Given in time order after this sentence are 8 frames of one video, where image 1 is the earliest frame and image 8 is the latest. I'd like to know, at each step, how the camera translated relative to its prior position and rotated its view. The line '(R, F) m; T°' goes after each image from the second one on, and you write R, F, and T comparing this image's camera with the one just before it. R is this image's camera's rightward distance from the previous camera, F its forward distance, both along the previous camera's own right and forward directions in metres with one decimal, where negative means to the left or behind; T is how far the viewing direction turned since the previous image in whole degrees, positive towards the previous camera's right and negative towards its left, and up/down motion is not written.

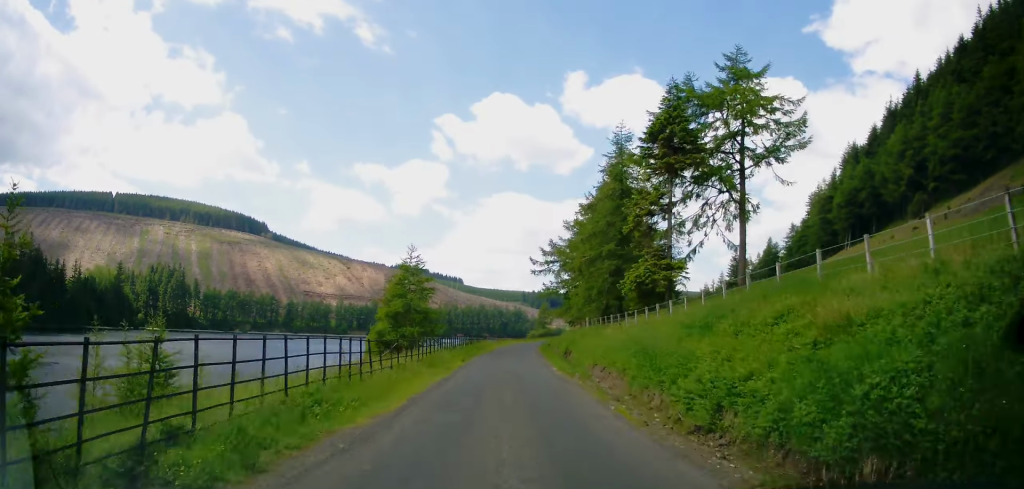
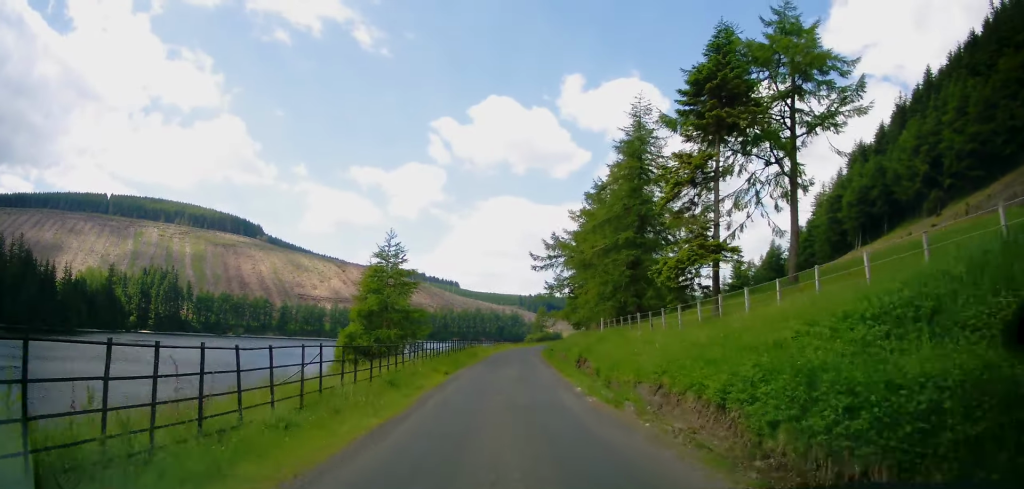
(-0.1, +7.3) m; 0°
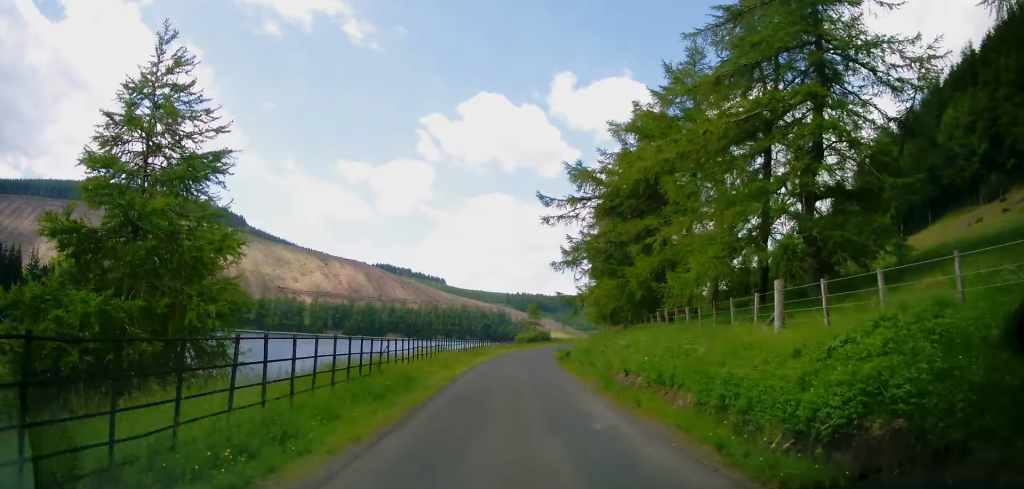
(+0.3, +23.3) m; +2°
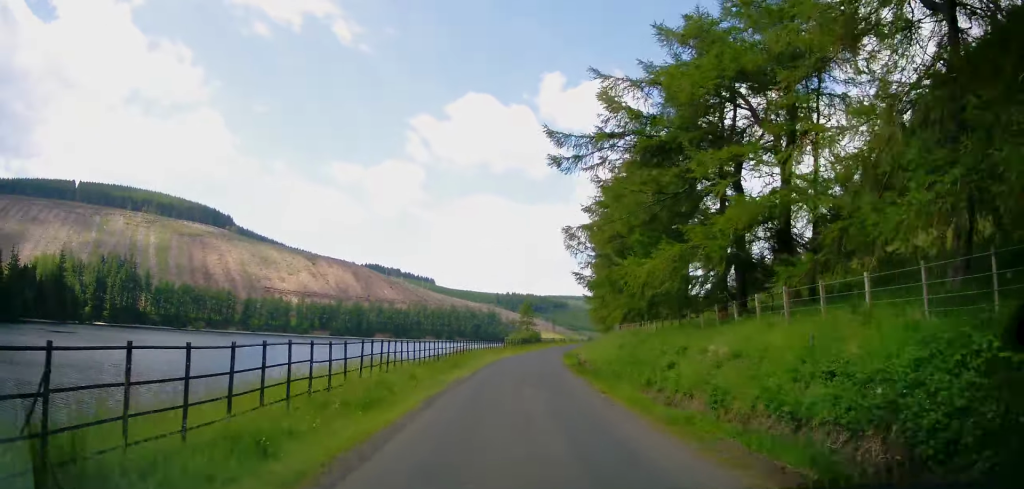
(+0.2, +10.8) m; +2°
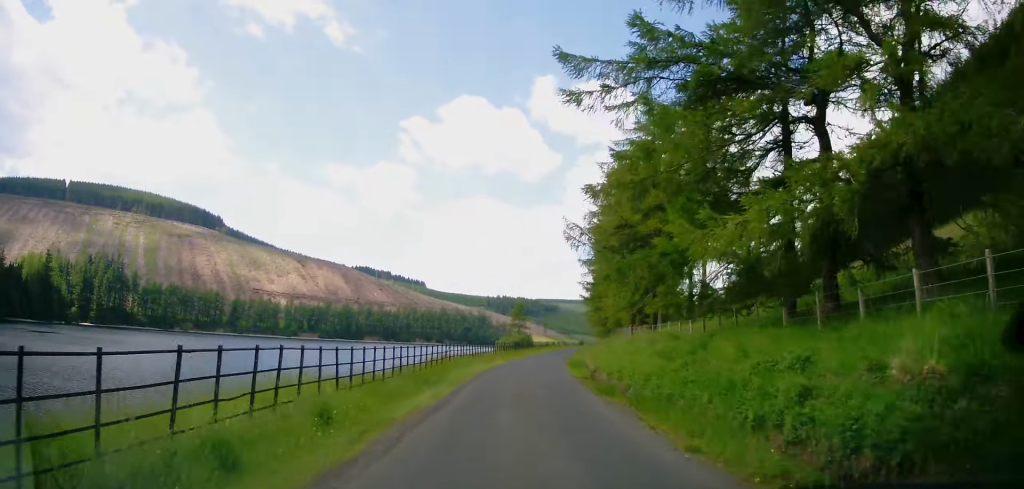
(+0.1, +6.6) m; +1°
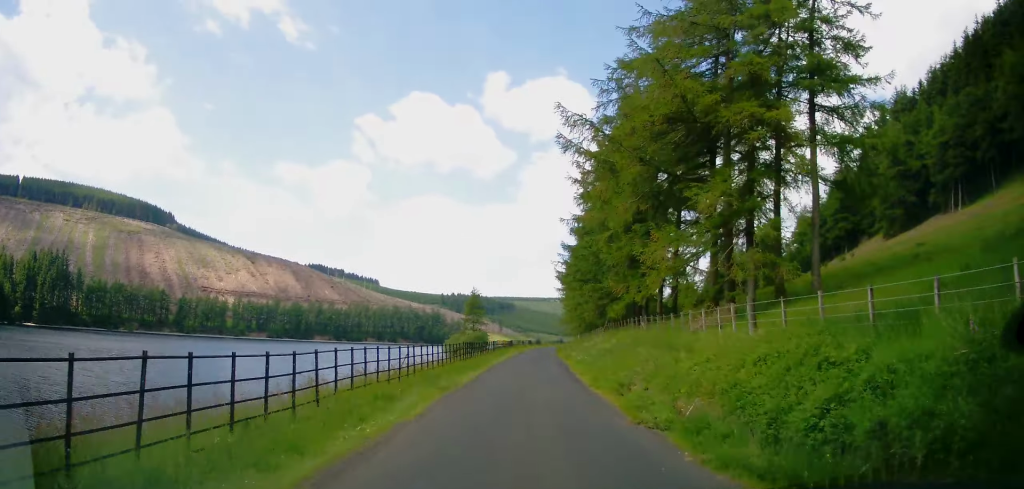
(+0.6, +22.5) m; +3°
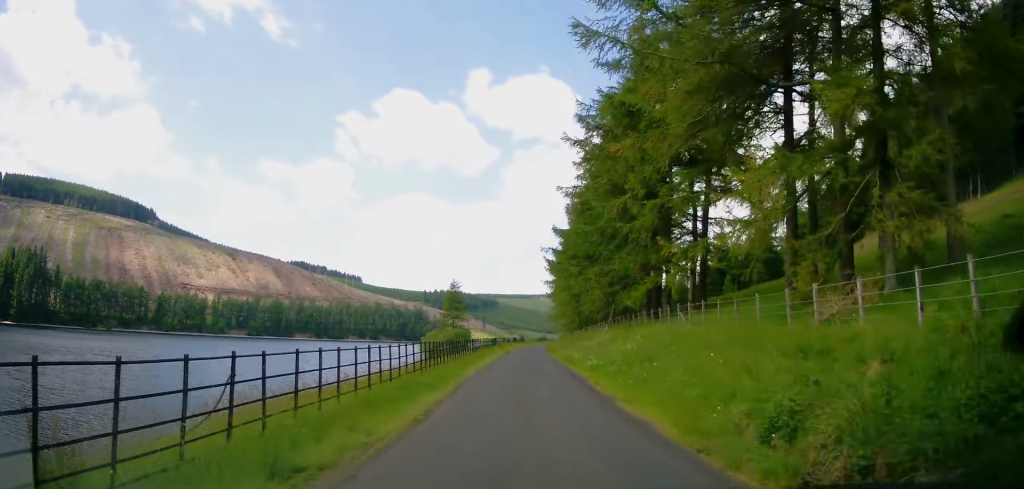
(+0.2, +9.8) m; +1°
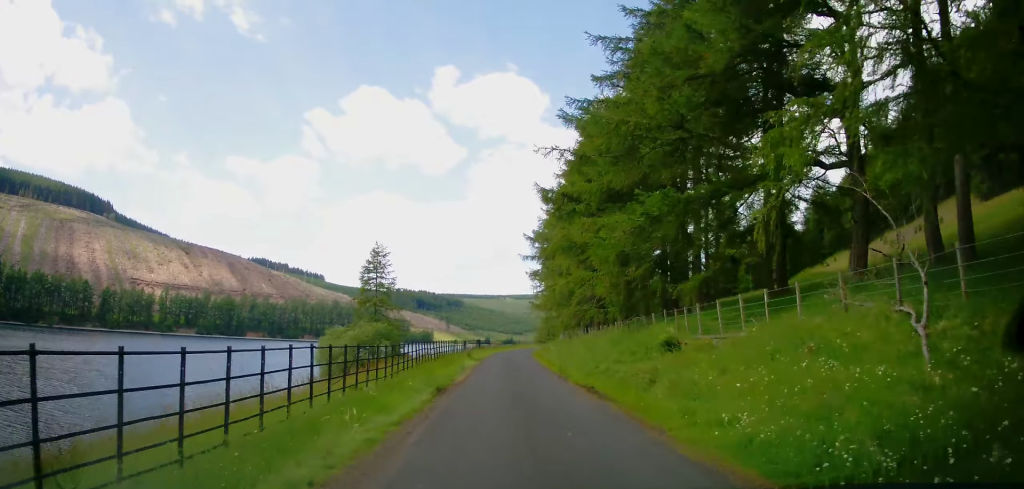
(+1.3, +35.2) m; +3°
